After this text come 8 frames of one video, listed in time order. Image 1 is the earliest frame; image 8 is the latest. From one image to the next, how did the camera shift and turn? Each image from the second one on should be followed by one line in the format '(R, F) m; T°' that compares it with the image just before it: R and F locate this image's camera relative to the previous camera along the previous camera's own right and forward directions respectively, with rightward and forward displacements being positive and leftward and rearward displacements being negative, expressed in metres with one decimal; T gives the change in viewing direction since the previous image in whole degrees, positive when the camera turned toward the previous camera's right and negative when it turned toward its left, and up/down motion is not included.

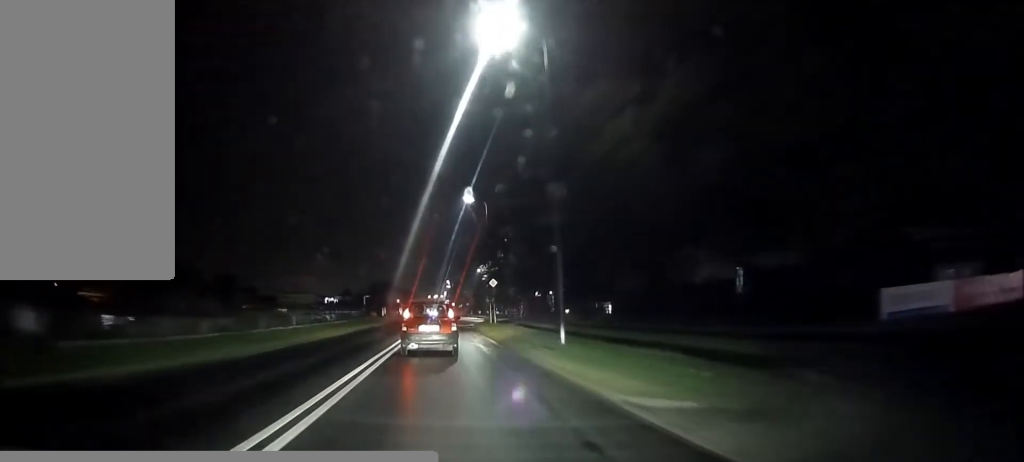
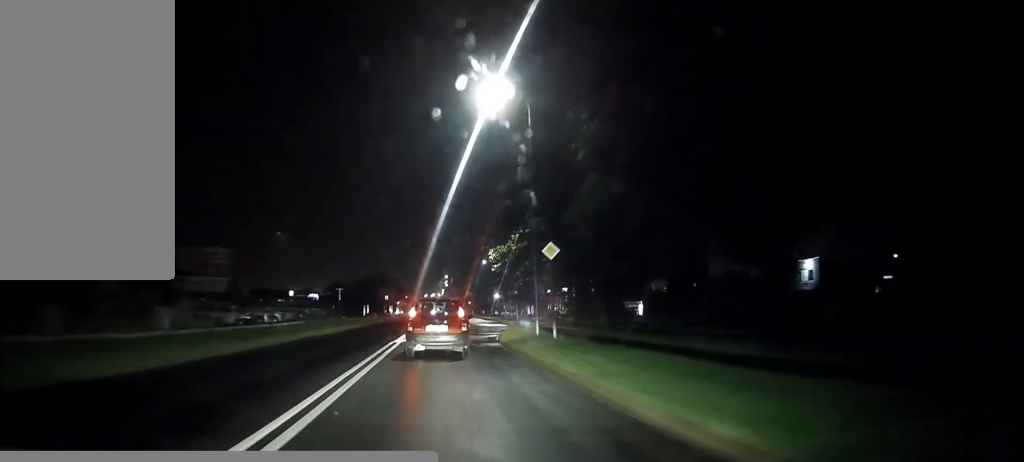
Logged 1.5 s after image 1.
(+0.7, +22.3) m; +3°
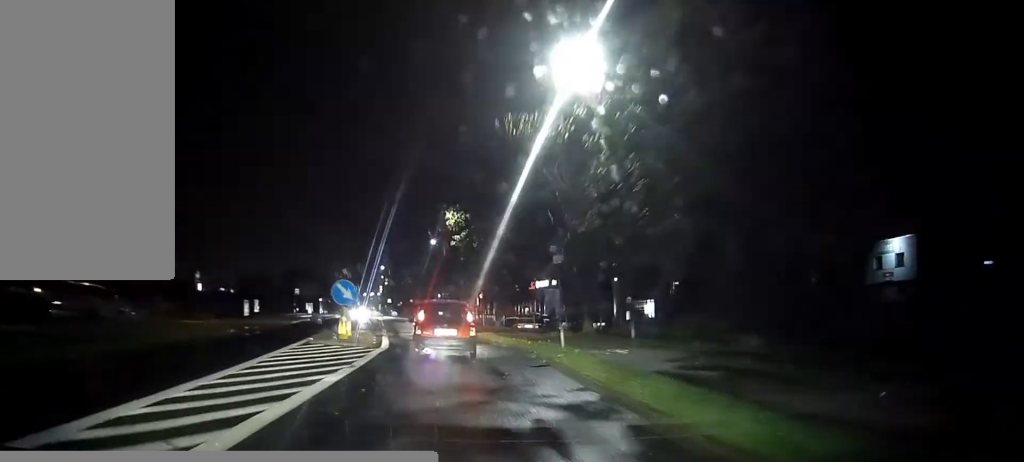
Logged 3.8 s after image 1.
(-0.6, +32.9) m; -4°
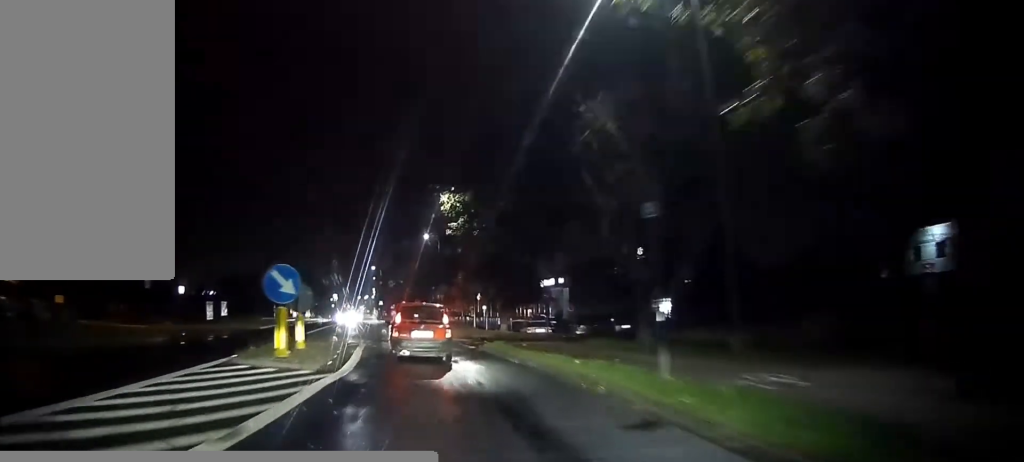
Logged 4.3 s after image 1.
(-0.1, +8.2) m; -1°
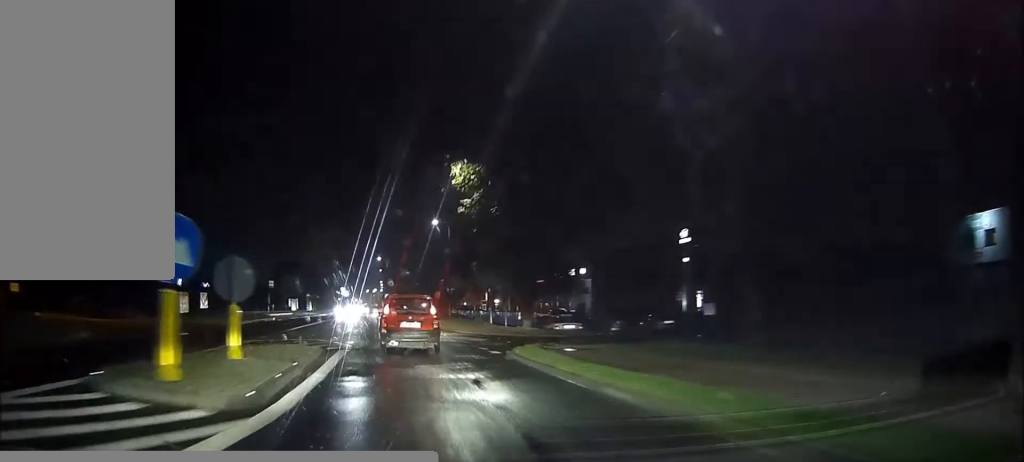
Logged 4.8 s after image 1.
(-0.1, +6.7) m; 0°
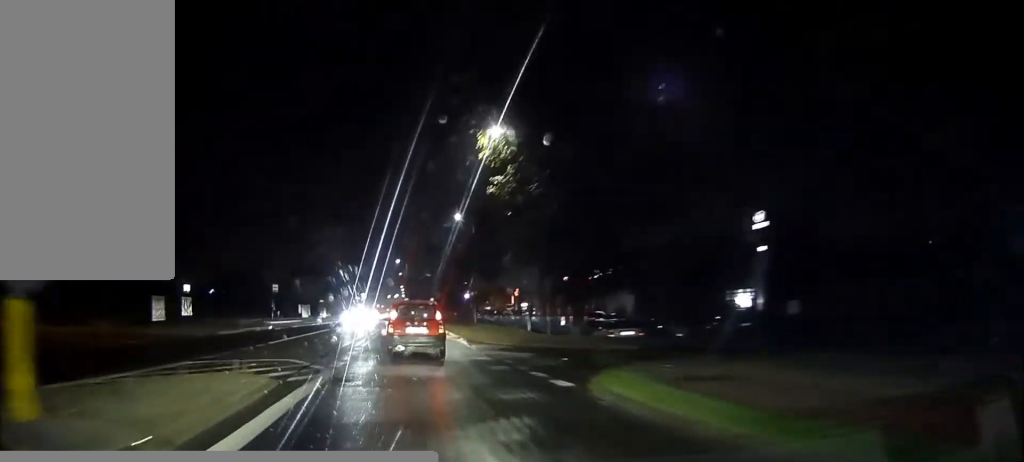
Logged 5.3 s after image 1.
(0.0, +7.2) m; 0°
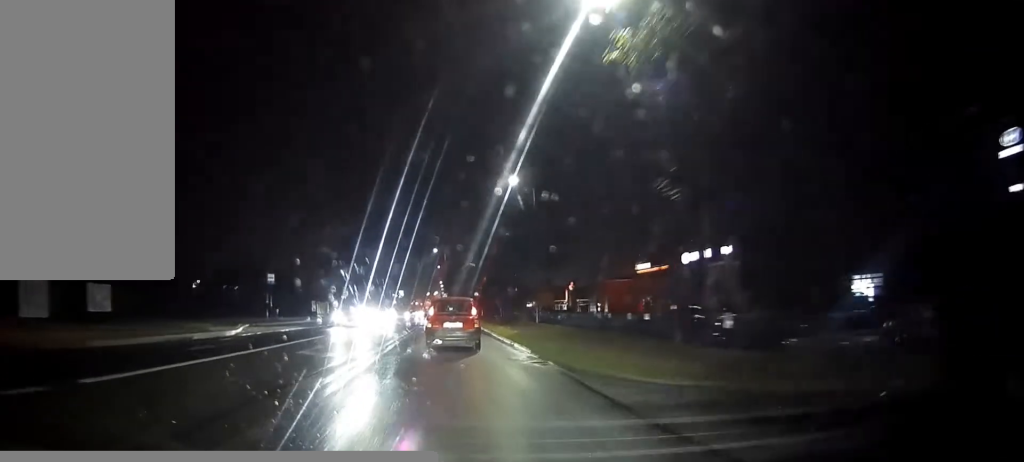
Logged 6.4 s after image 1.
(-0.1, +15.1) m; -1°
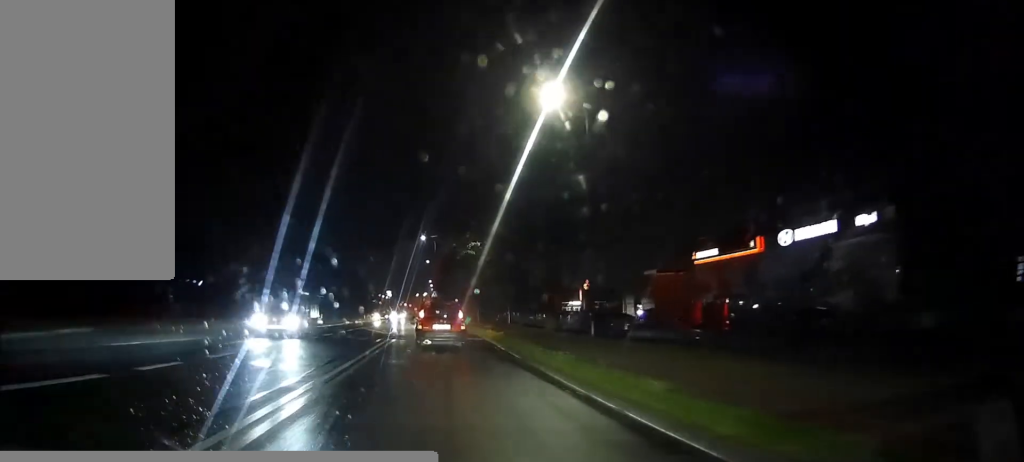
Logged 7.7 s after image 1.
(-0.3, +18.1) m; -2°
